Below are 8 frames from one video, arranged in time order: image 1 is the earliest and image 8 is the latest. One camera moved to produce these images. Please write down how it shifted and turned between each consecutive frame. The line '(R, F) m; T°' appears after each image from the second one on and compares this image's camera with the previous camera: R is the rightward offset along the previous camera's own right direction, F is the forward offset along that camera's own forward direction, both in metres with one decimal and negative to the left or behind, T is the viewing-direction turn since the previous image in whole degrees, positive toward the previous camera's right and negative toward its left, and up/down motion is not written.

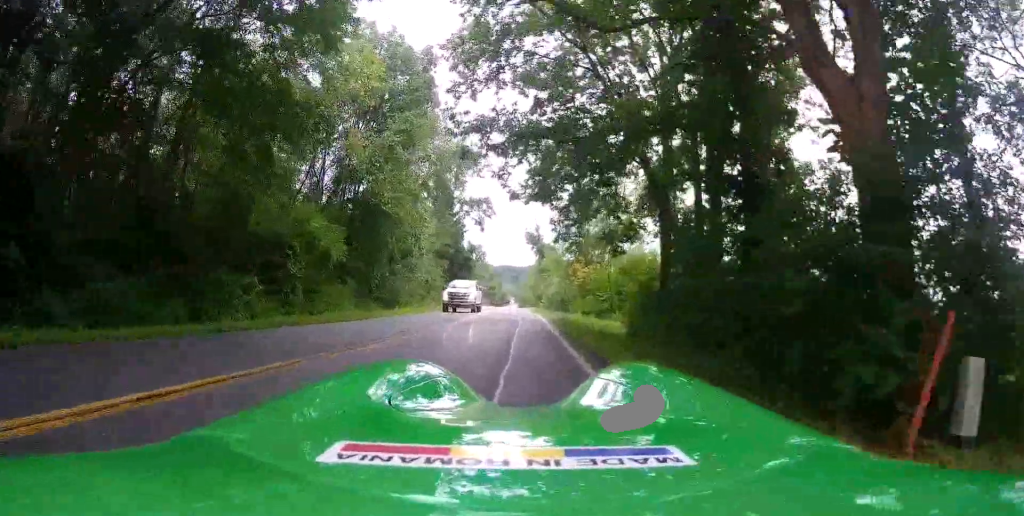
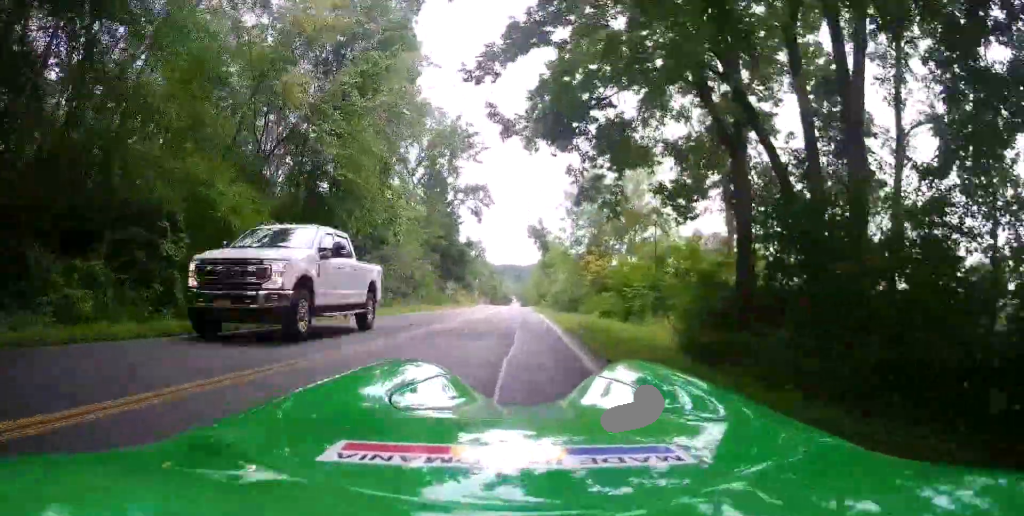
(-0.1, +6.3) m; 0°
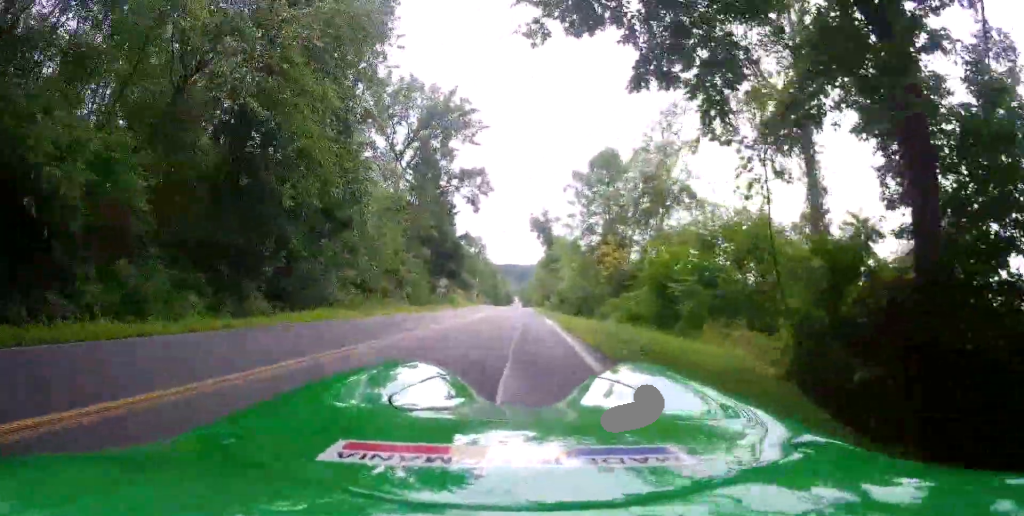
(0.0, +5.8) m; 0°
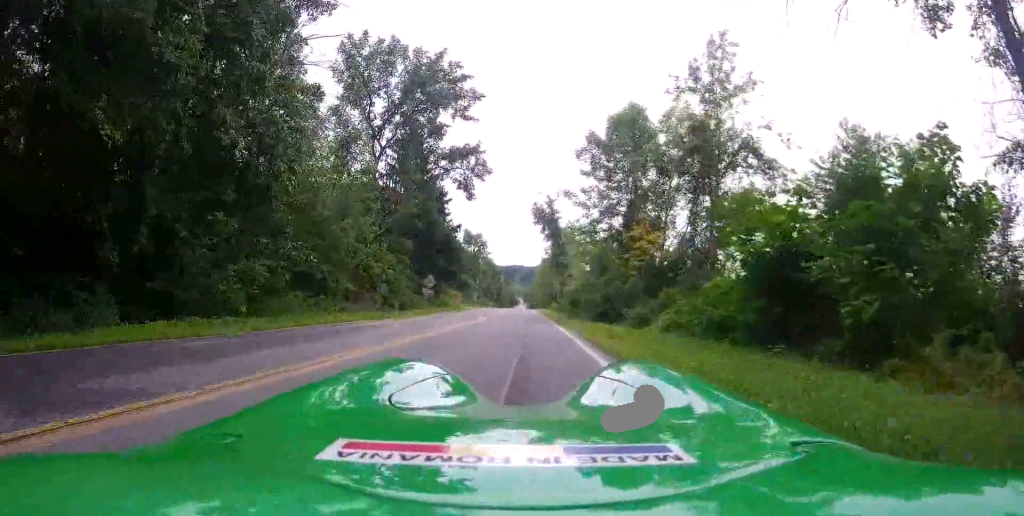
(0.0, +8.3) m; 0°
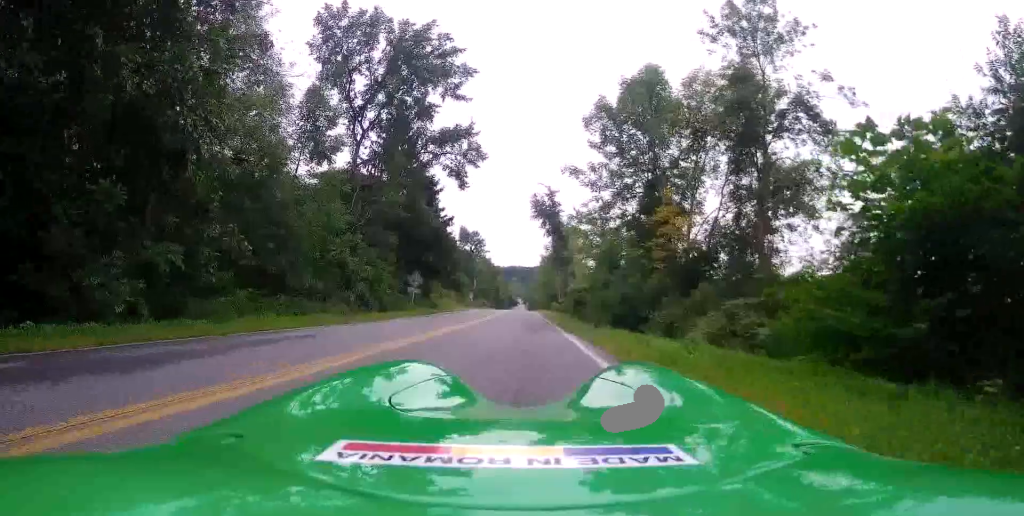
(0.0, +5.2) m; 0°
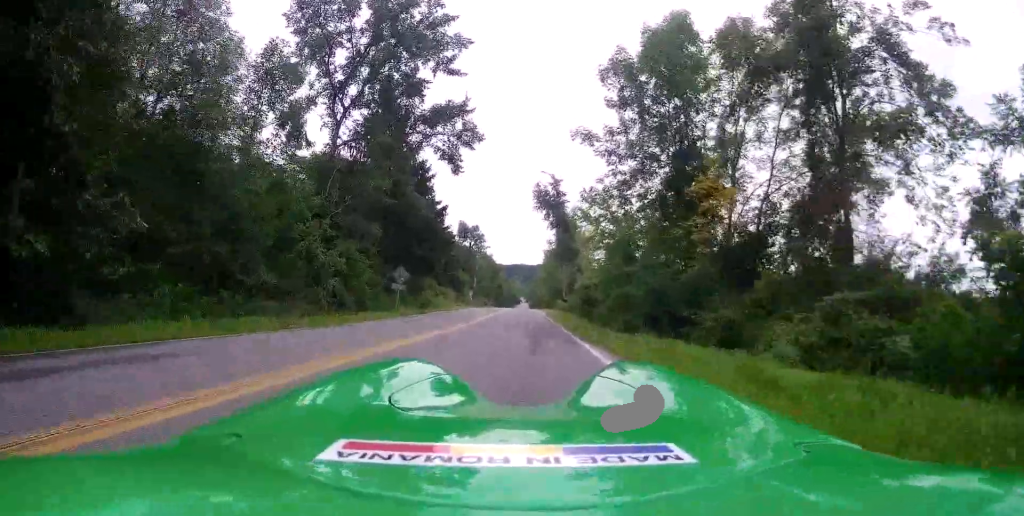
(0.0, +5.3) m; 0°
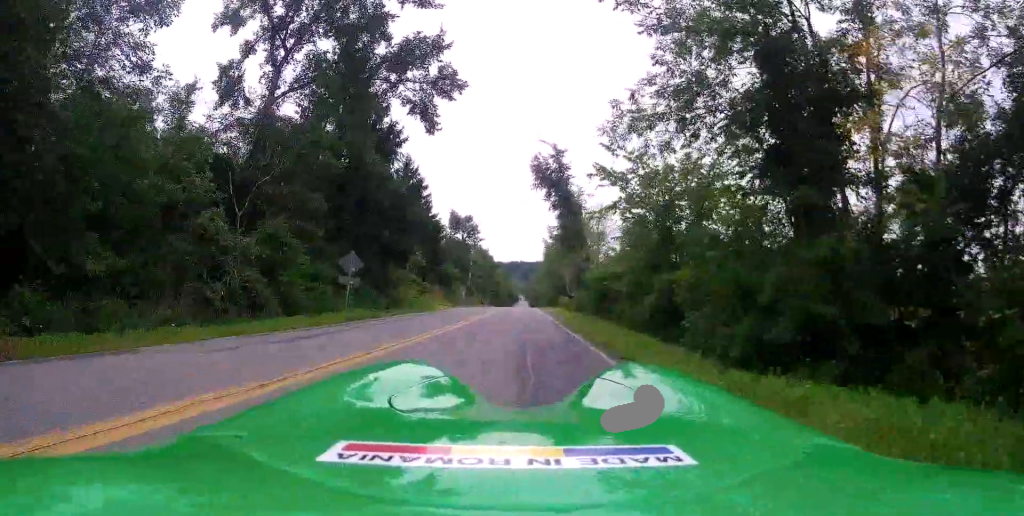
(-0.2, +10.3) m; -2°
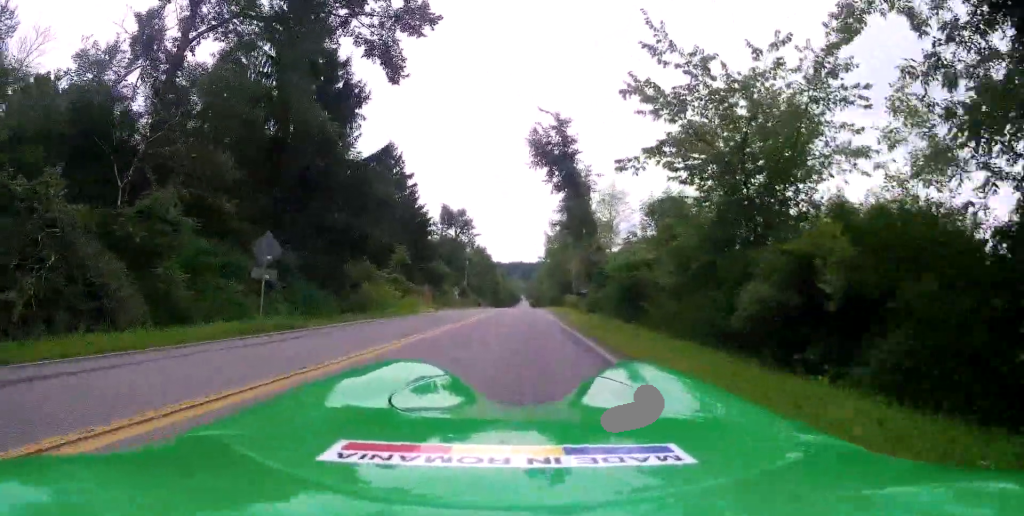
(-0.1, +8.7) m; -1°
